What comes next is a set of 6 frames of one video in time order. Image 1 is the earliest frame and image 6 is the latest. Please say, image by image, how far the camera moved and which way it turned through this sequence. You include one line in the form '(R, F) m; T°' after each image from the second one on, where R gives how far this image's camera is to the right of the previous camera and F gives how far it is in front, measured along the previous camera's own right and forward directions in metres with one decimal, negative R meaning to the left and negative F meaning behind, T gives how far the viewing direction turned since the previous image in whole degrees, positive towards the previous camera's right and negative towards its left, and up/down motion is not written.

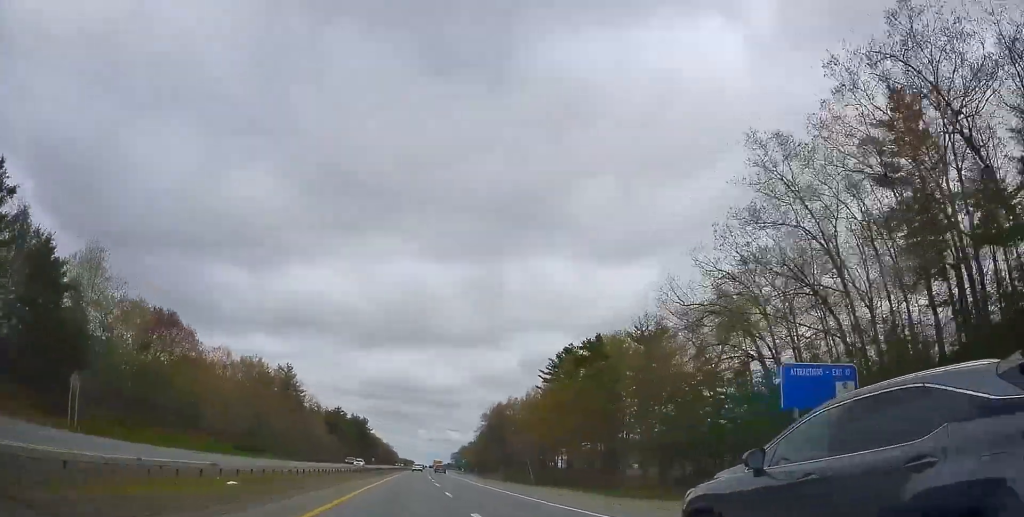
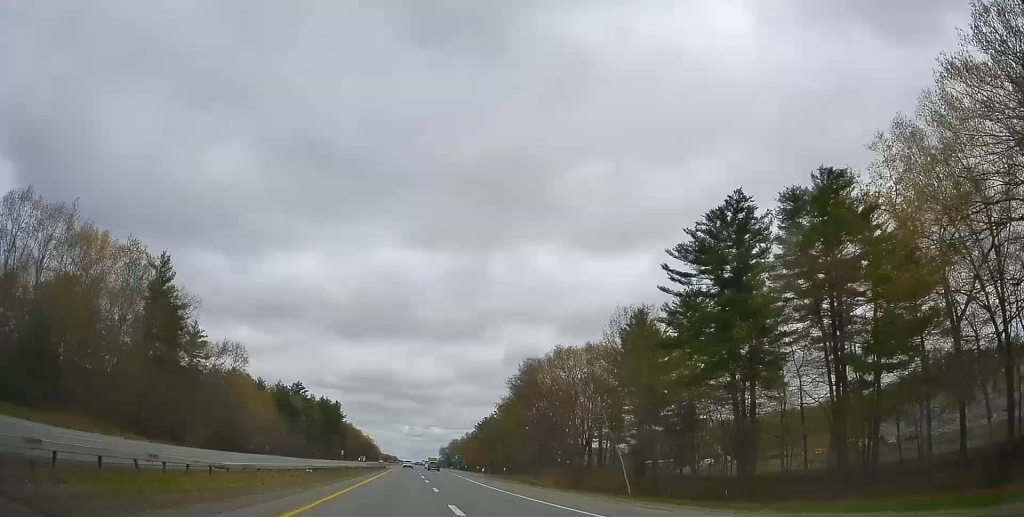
(+2.3, +71.1) m; +4°
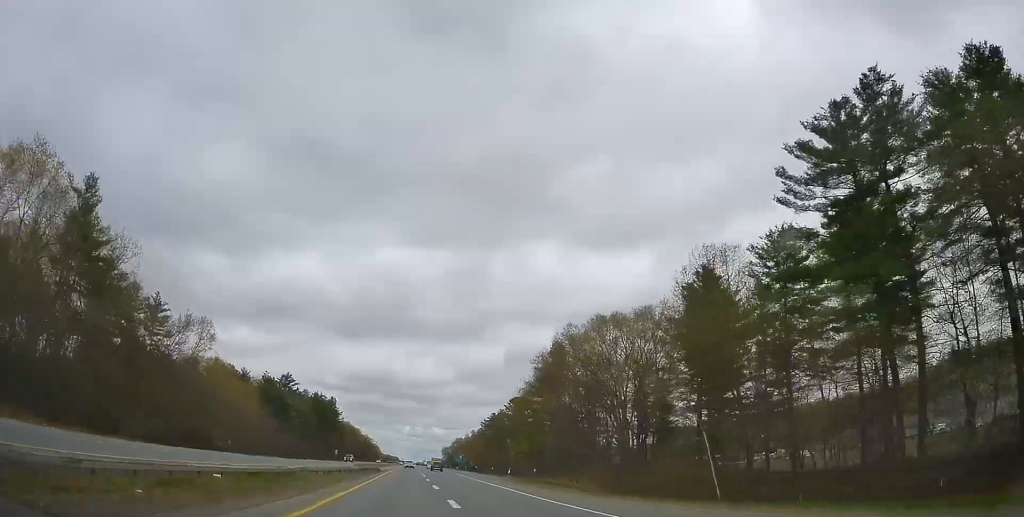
(+0.2, +21.7) m; +1°
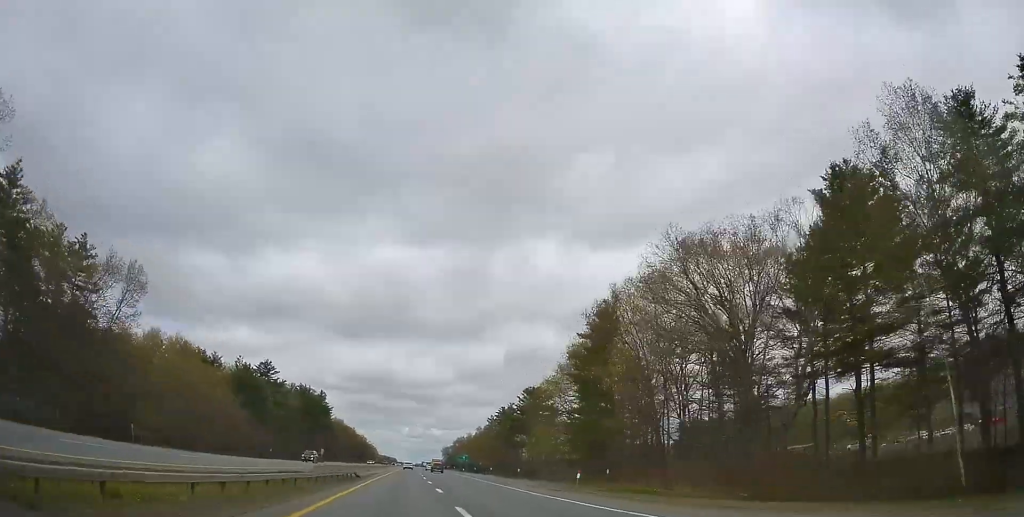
(+0.3, +27.5) m; +1°
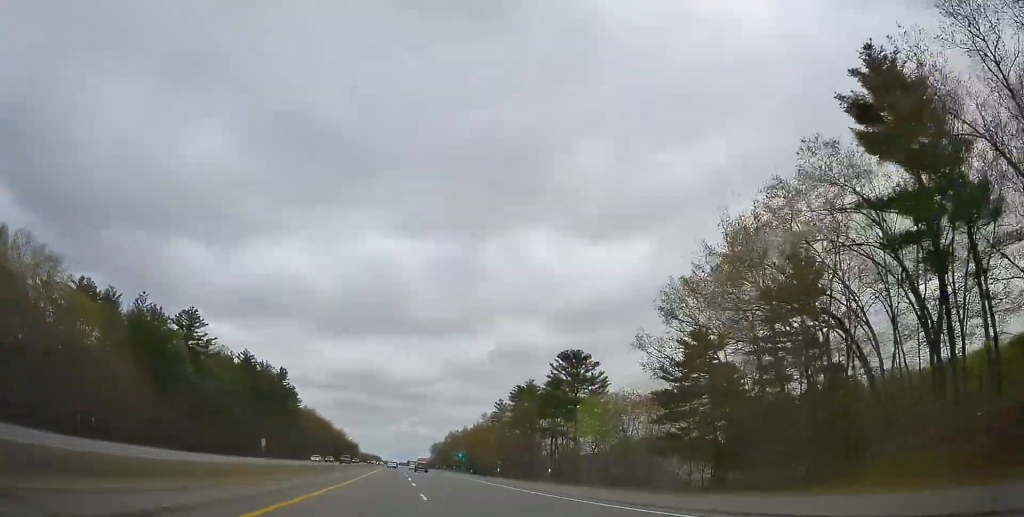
(-0.1, +53.9) m; +2°
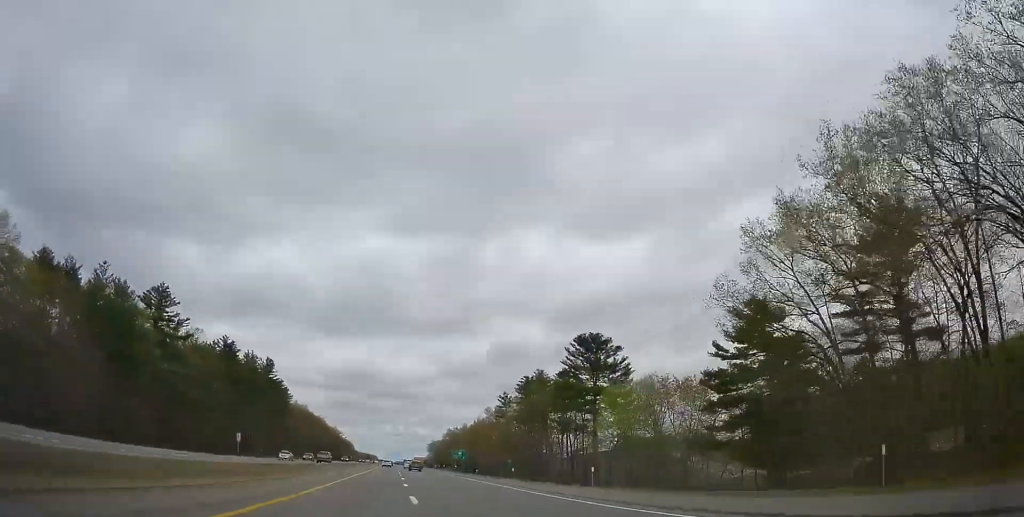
(+0.5, +14.3) m; +1°
